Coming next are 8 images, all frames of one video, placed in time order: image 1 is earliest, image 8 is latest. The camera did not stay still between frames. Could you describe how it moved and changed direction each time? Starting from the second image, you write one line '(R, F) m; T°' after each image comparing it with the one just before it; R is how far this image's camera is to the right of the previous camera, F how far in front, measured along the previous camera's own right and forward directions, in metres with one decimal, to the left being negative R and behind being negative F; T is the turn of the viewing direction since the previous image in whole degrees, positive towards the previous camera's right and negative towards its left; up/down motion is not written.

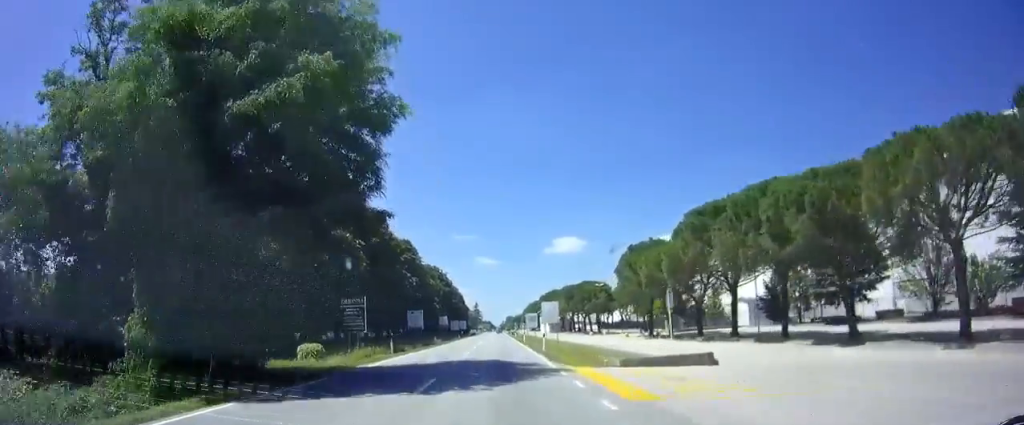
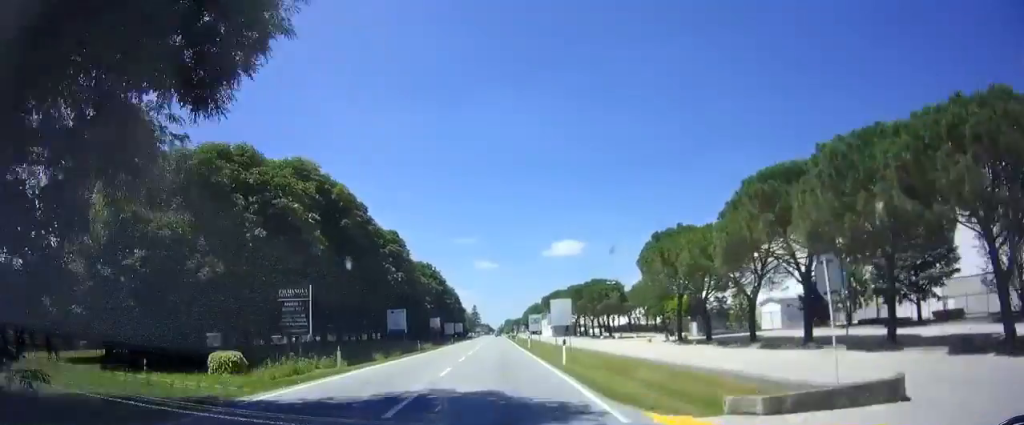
(+0.2, +9.9) m; 0°
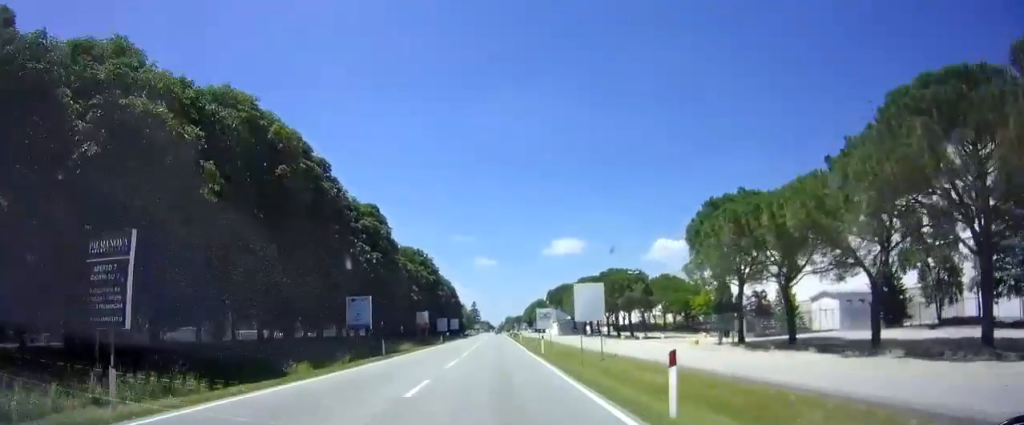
(+0.2, +12.9) m; 0°
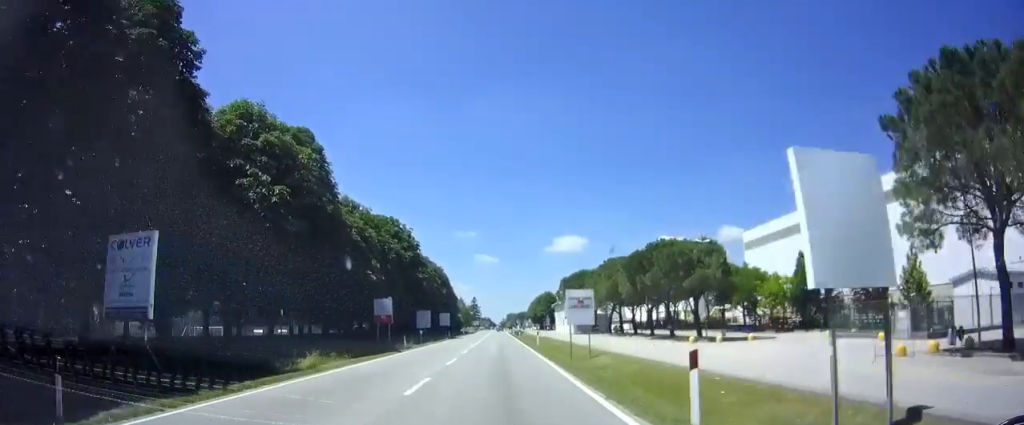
(-0.3, +22.6) m; -1°
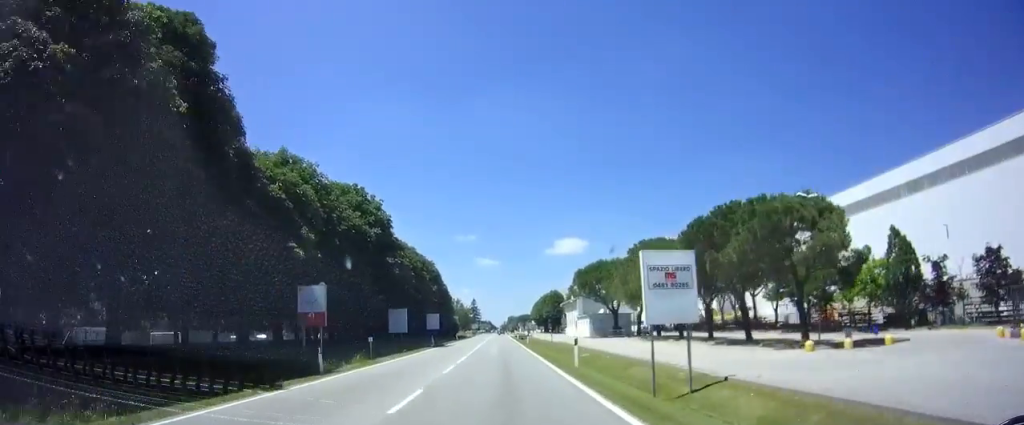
(0.0, +17.2) m; 0°
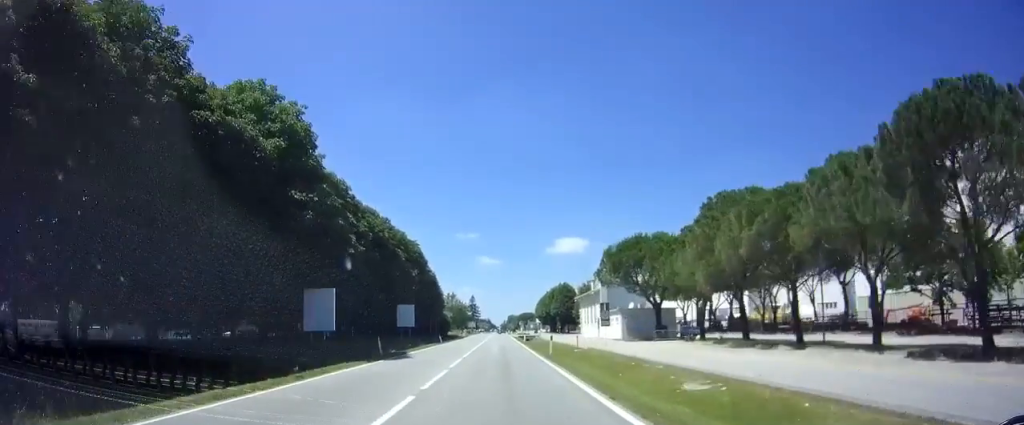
(+0.1, +20.8) m; 0°
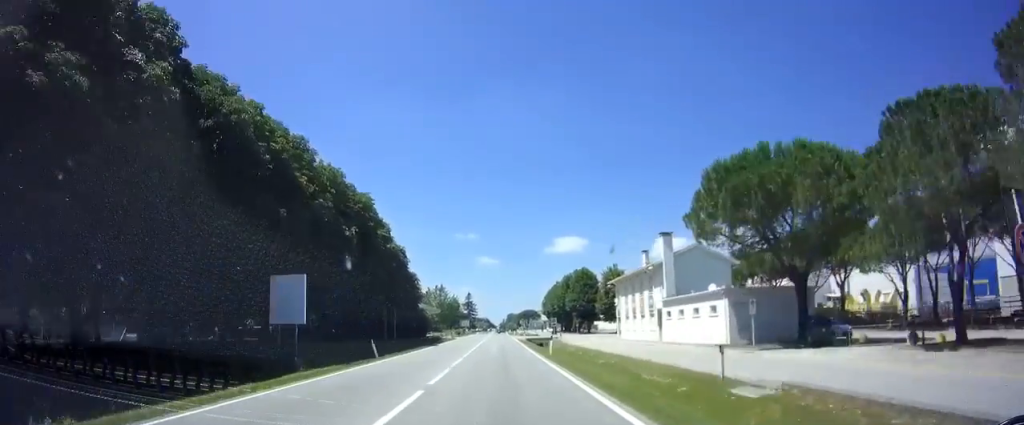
(-0.2, +28.1) m; 0°
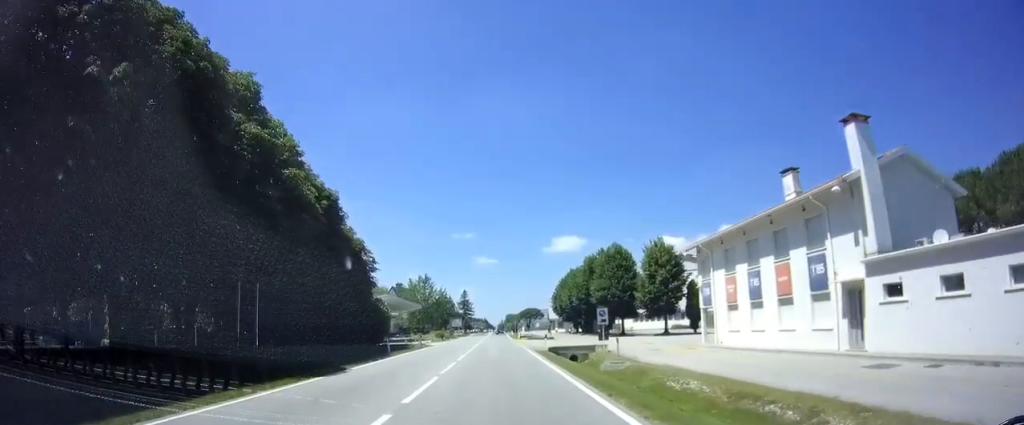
(+0.4, +26.9) m; 0°
